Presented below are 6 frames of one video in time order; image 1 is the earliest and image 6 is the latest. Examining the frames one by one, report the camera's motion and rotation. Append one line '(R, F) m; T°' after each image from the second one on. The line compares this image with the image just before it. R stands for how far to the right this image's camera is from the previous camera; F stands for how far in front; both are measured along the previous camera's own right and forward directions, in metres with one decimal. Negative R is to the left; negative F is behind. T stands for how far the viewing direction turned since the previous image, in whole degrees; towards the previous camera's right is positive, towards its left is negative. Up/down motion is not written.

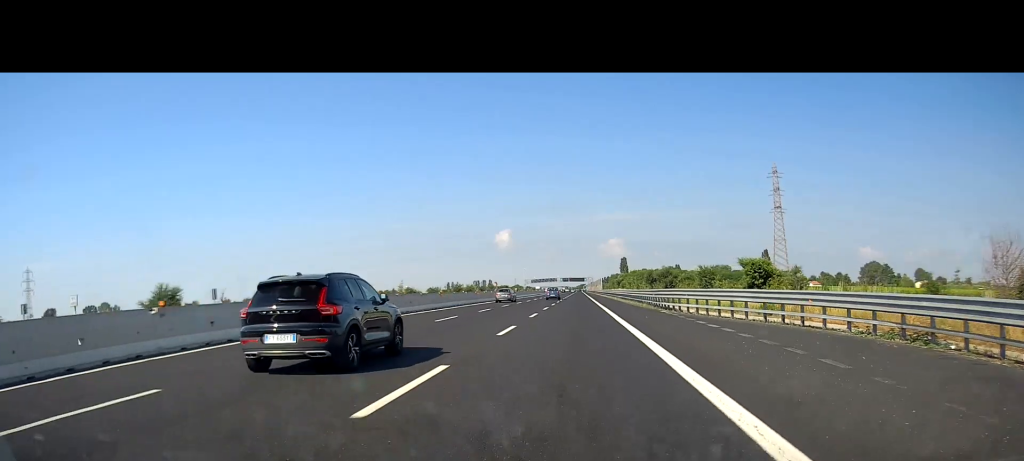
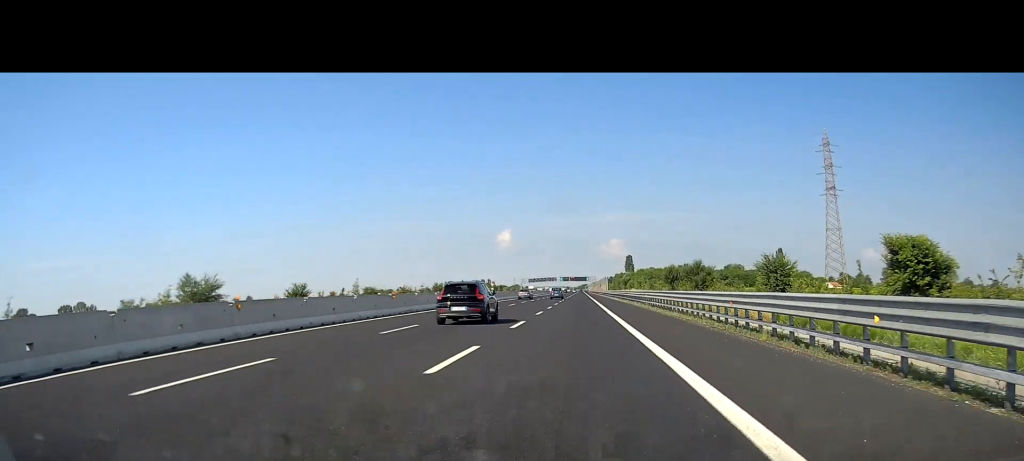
(-0.1, +31.5) m; 0°
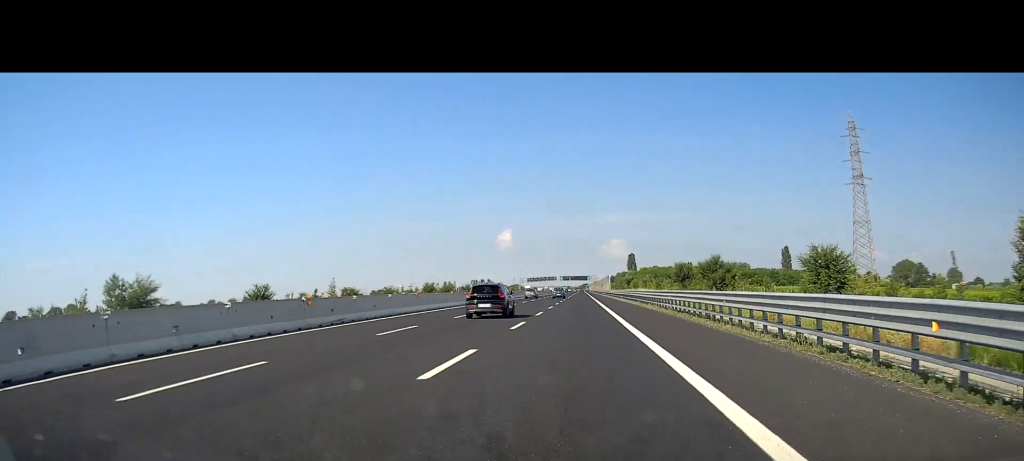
(0.0, +12.2) m; 0°
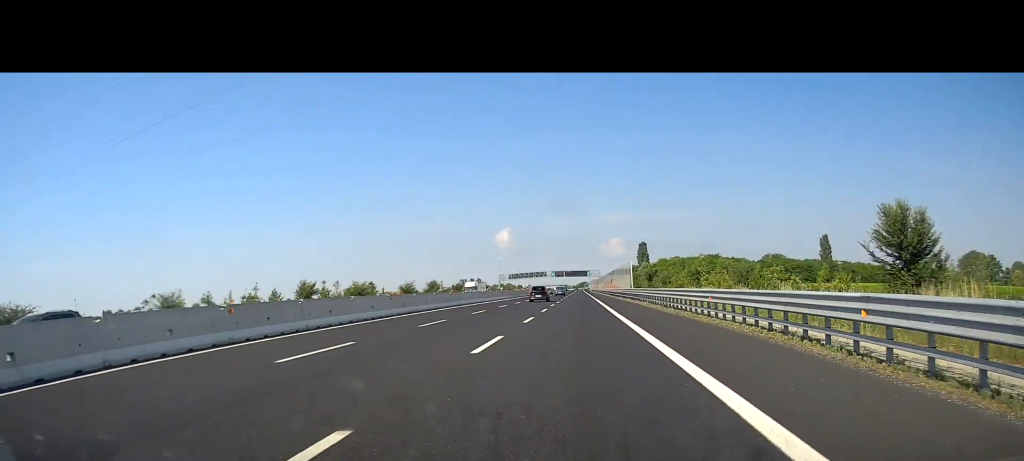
(-0.5, +78.3) m; 0°
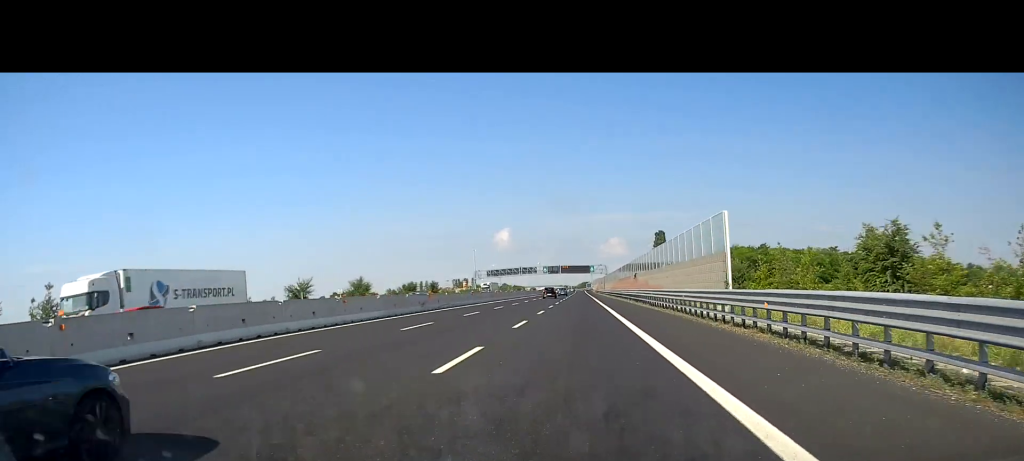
(-0.1, +61.3) m; 0°
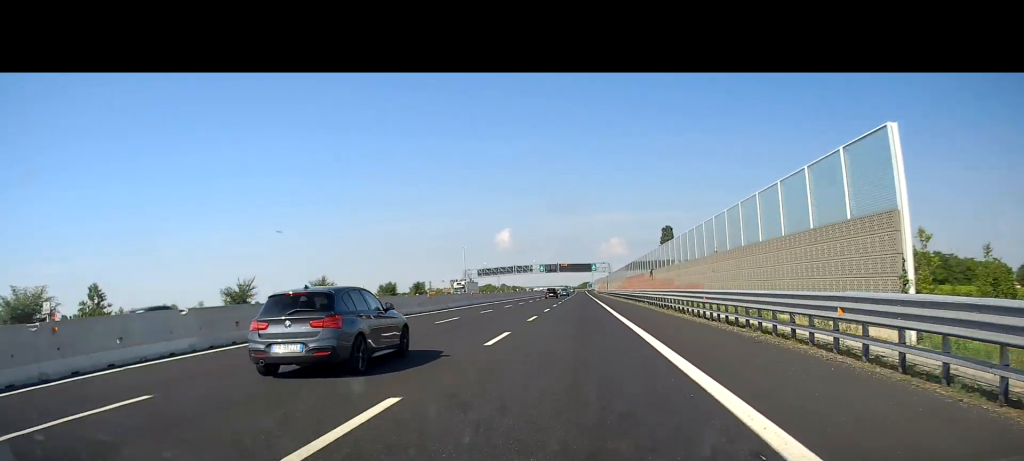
(0.0, +18.4) m; 0°
